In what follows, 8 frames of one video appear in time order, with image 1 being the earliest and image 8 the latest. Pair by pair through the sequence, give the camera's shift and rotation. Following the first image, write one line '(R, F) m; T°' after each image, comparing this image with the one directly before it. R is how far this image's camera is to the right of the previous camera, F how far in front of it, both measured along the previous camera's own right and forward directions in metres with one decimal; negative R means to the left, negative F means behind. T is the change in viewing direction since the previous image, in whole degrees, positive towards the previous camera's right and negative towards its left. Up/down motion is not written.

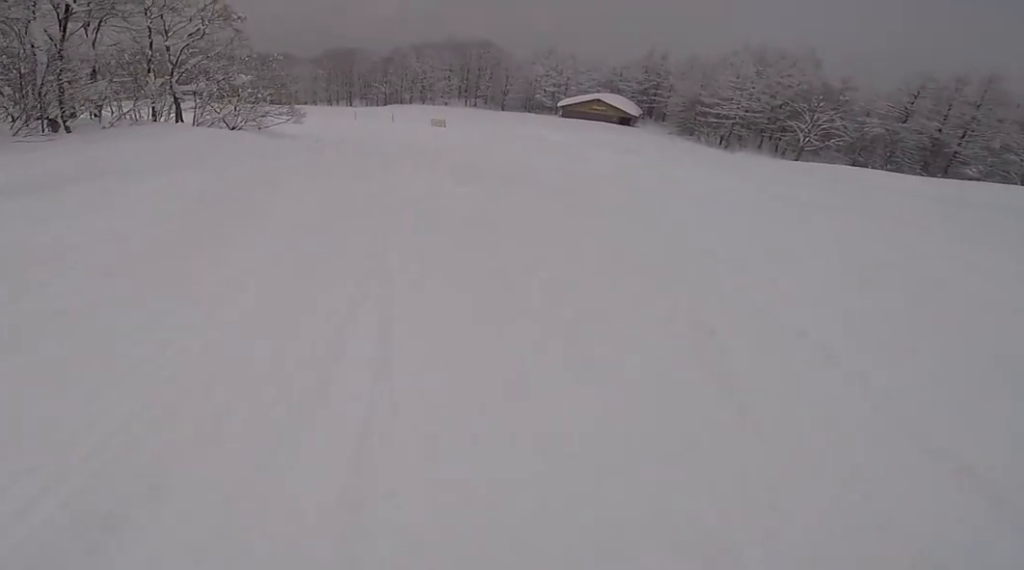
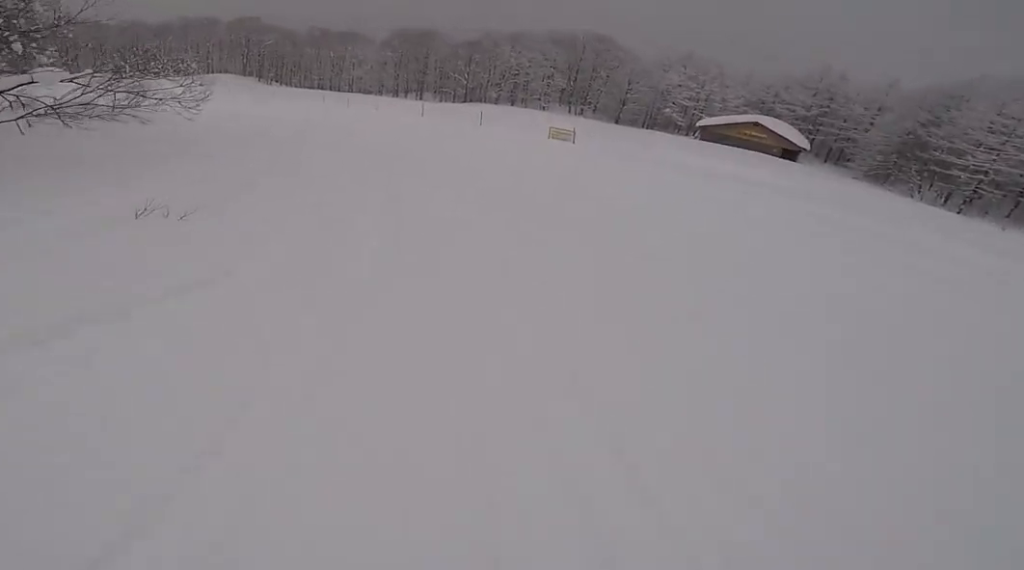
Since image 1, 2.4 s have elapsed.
(-2.3, +24.2) m; -11°
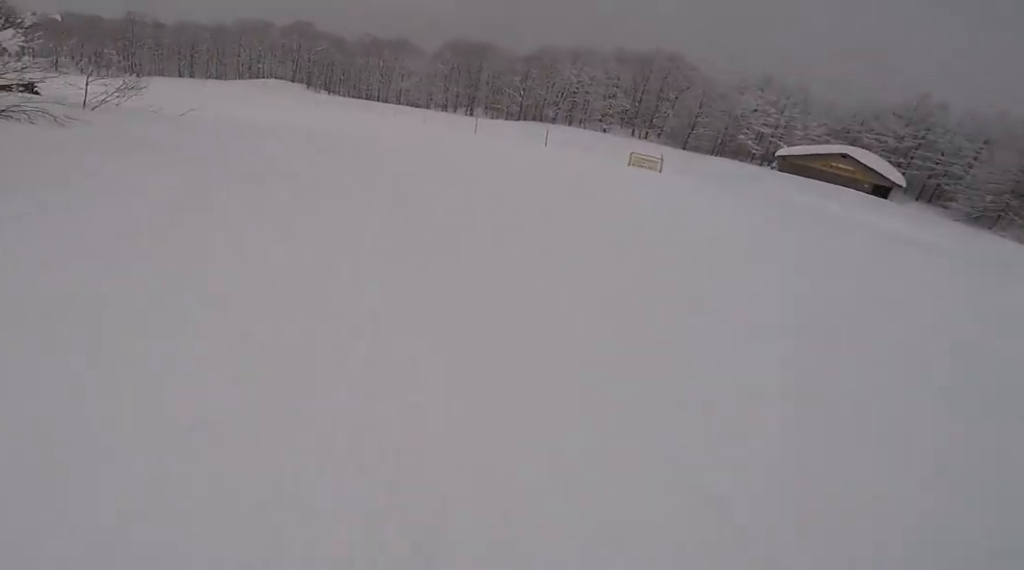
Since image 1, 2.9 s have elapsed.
(-0.2, +5.1) m; -6°
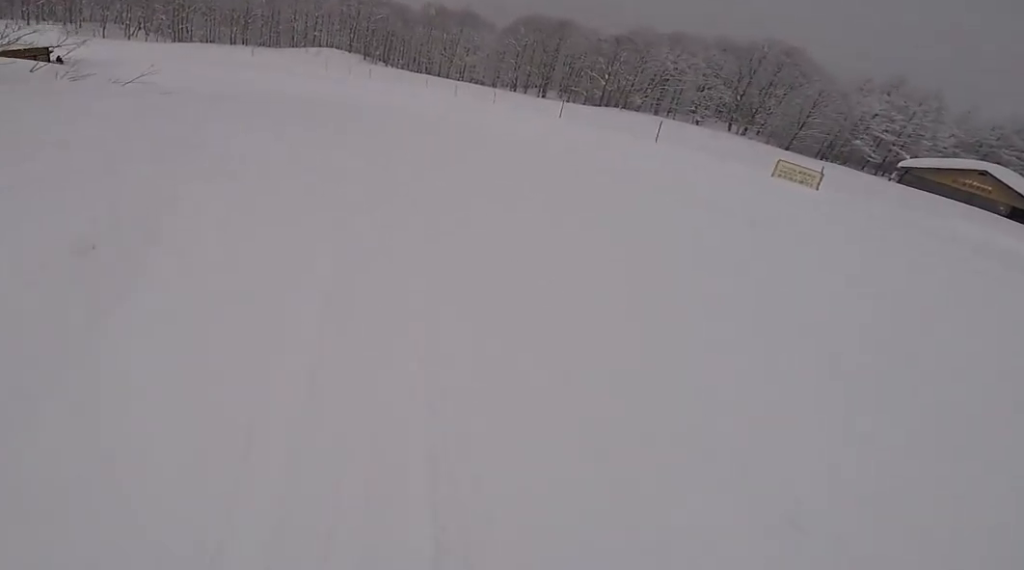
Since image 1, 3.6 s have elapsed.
(-0.2, +6.4) m; -11°
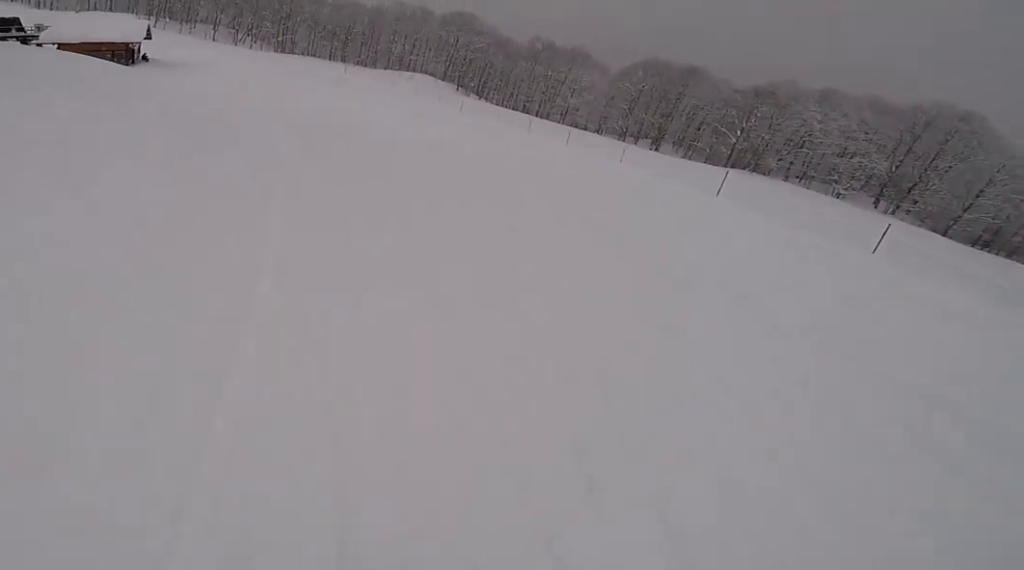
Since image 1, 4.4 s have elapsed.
(-1.3, +7.7) m; -9°
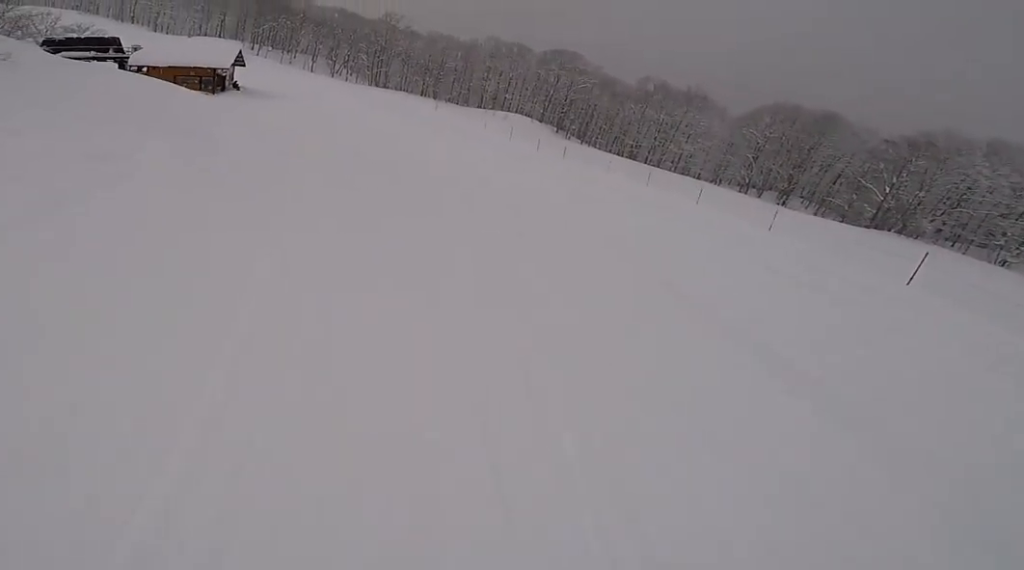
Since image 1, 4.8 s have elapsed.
(-0.2, +4.3) m; -4°
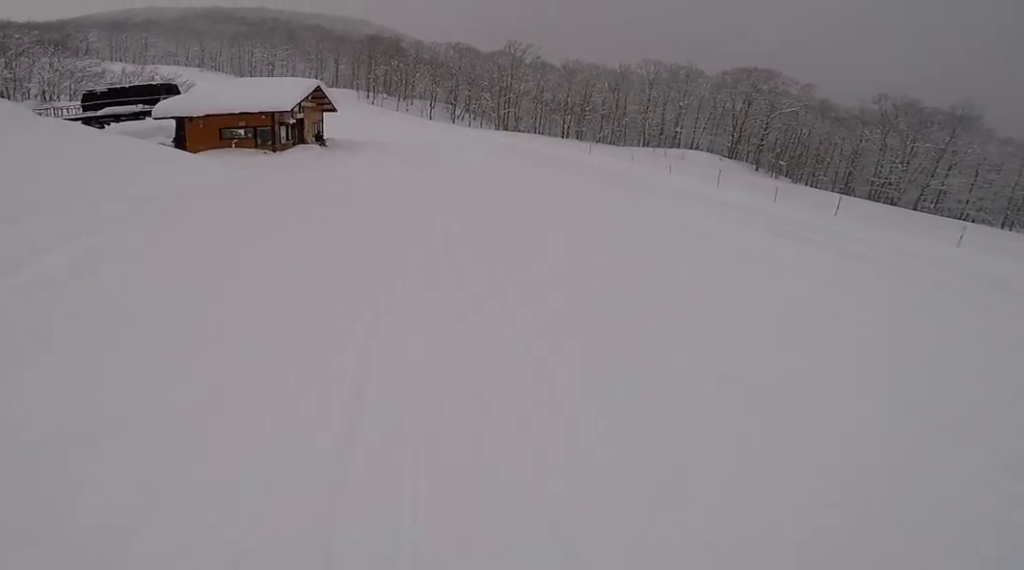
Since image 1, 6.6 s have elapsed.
(-1.8, +14.2) m; -2°
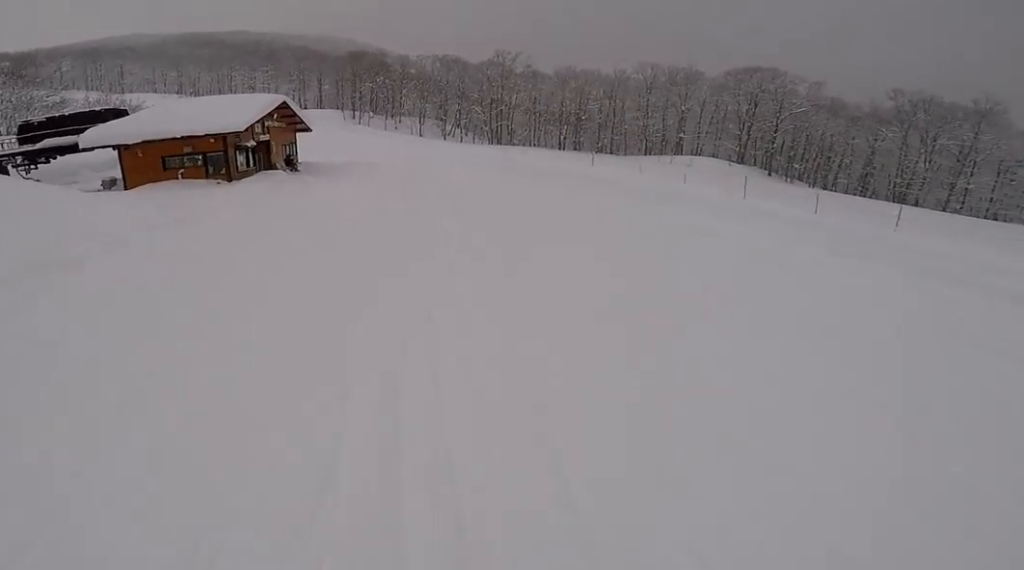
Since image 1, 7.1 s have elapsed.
(+0.8, +3.7) m; -2°
